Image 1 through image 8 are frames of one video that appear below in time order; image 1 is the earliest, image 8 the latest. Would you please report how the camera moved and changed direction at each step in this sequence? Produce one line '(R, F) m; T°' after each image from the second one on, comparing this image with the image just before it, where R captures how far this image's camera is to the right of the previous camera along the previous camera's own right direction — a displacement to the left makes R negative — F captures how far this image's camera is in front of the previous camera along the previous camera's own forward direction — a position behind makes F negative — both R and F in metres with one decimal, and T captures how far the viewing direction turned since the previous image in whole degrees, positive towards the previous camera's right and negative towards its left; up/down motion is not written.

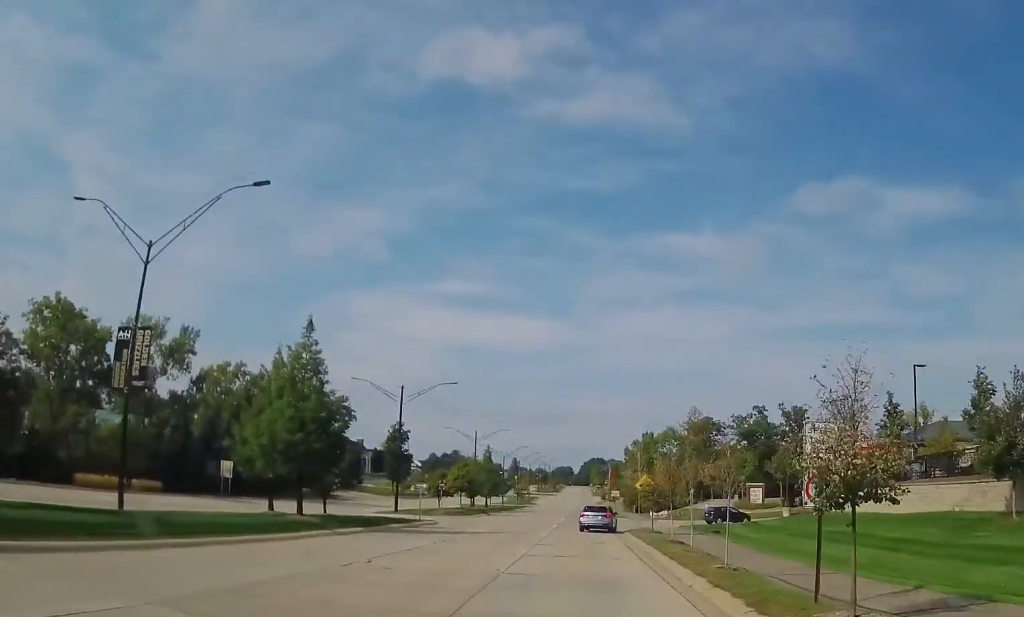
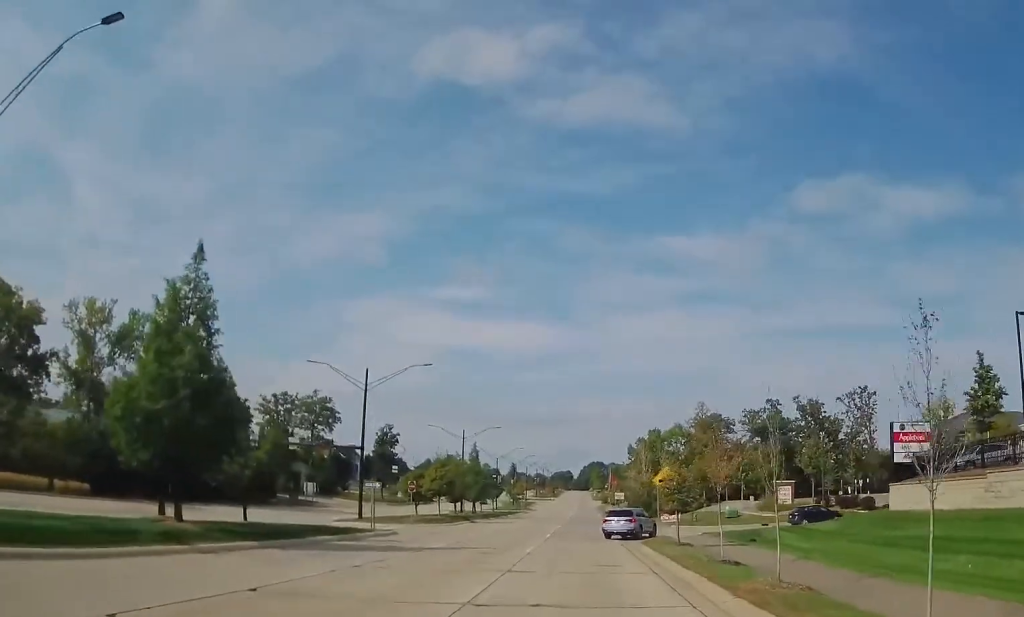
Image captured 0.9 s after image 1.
(+0.6, +11.2) m; +2°
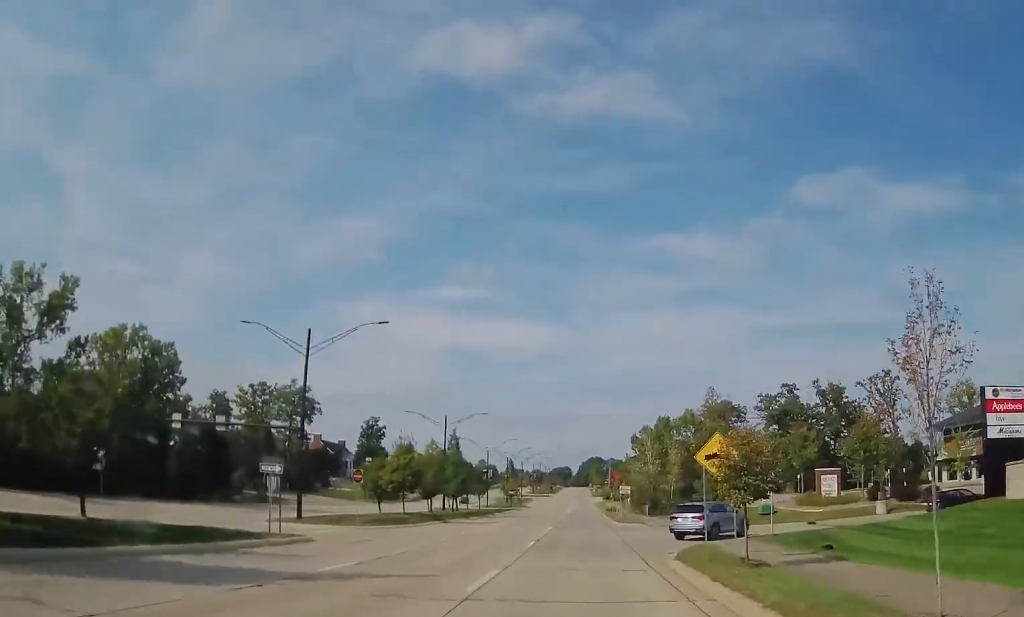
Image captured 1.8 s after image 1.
(0.0, +12.4) m; +1°
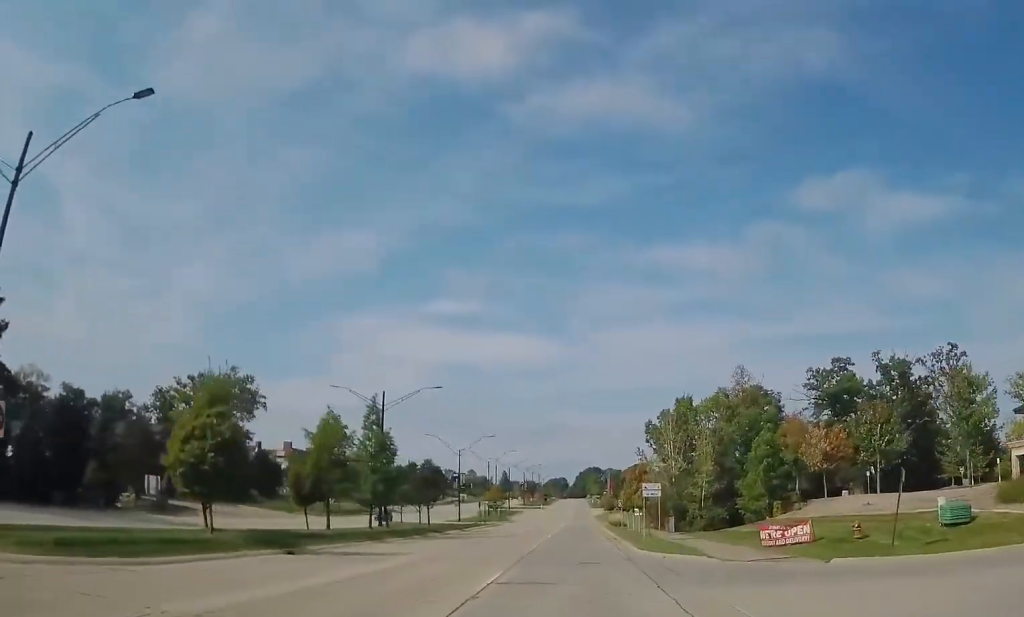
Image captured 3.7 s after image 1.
(+0.2, +27.2) m; -1°
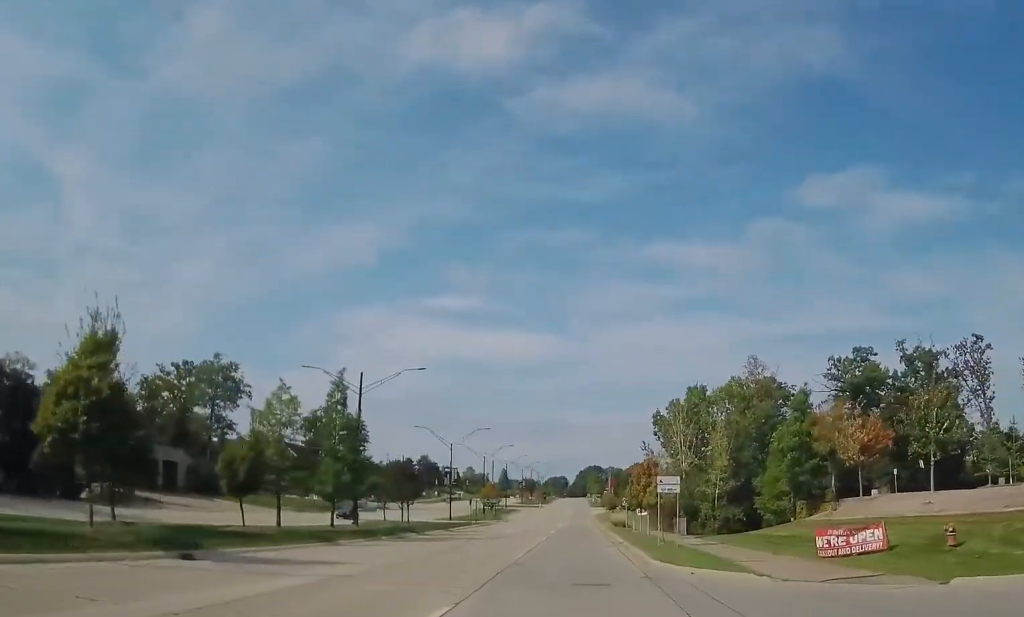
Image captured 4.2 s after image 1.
(-0.1, +6.9) m; -1°
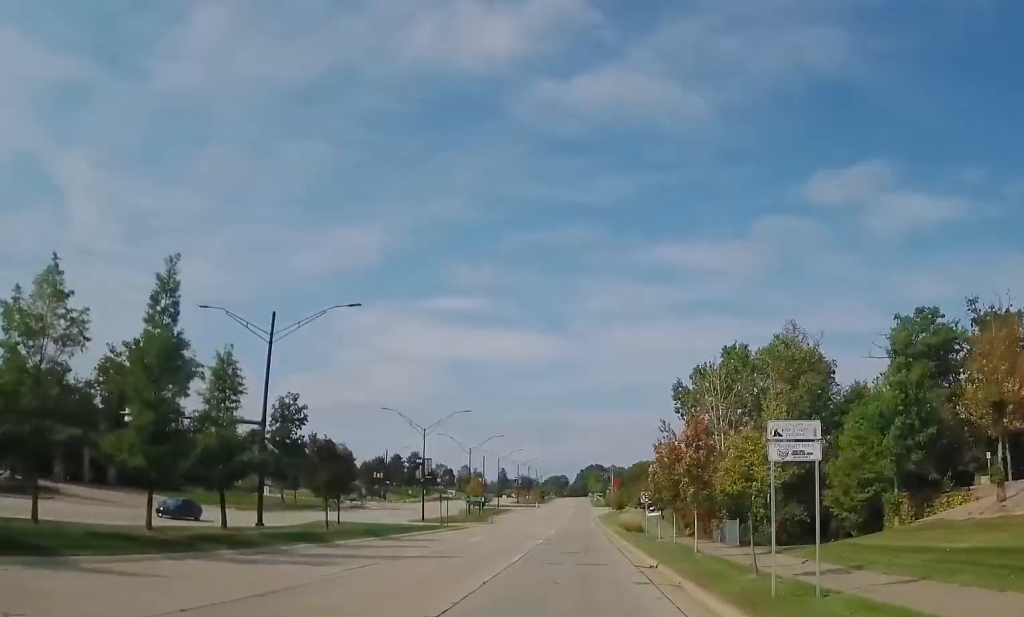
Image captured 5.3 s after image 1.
(0.0, +17.5) m; 0°
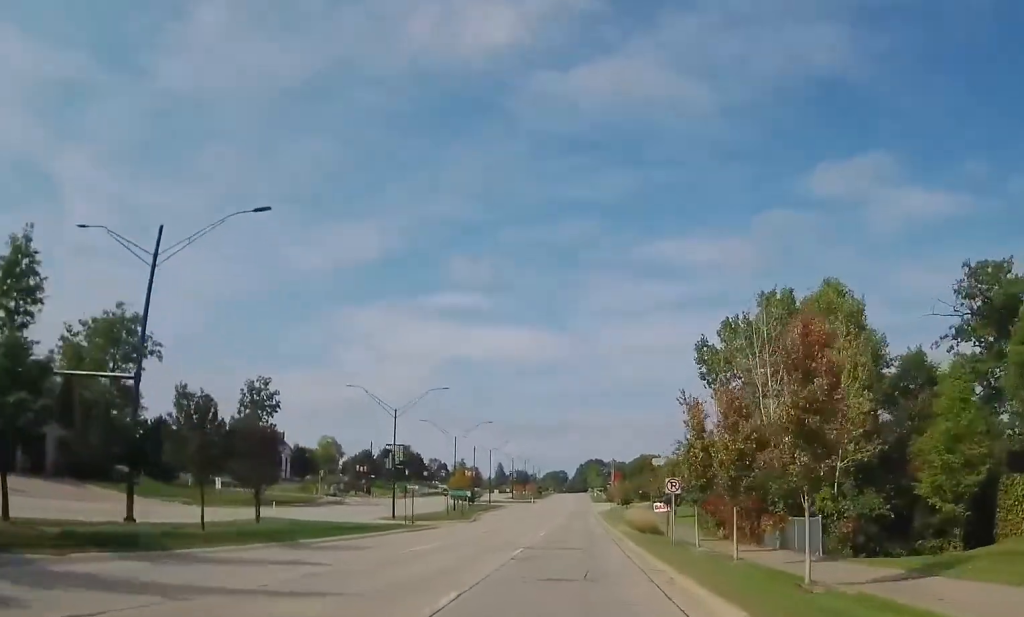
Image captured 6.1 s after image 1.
(0.0, +12.5) m; 0°
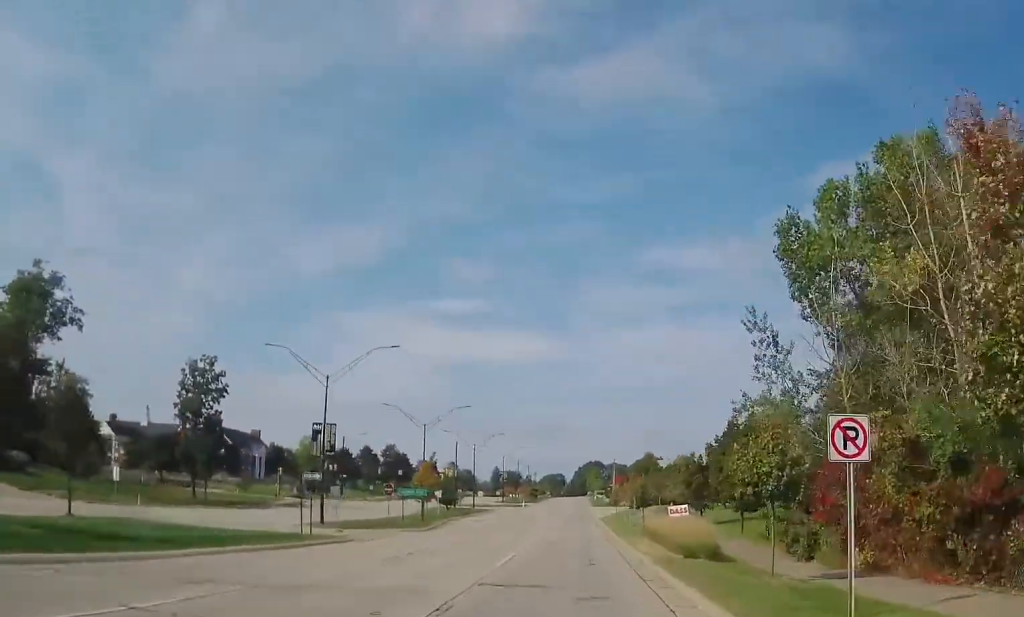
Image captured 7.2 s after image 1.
(0.0, +19.0) m; 0°
